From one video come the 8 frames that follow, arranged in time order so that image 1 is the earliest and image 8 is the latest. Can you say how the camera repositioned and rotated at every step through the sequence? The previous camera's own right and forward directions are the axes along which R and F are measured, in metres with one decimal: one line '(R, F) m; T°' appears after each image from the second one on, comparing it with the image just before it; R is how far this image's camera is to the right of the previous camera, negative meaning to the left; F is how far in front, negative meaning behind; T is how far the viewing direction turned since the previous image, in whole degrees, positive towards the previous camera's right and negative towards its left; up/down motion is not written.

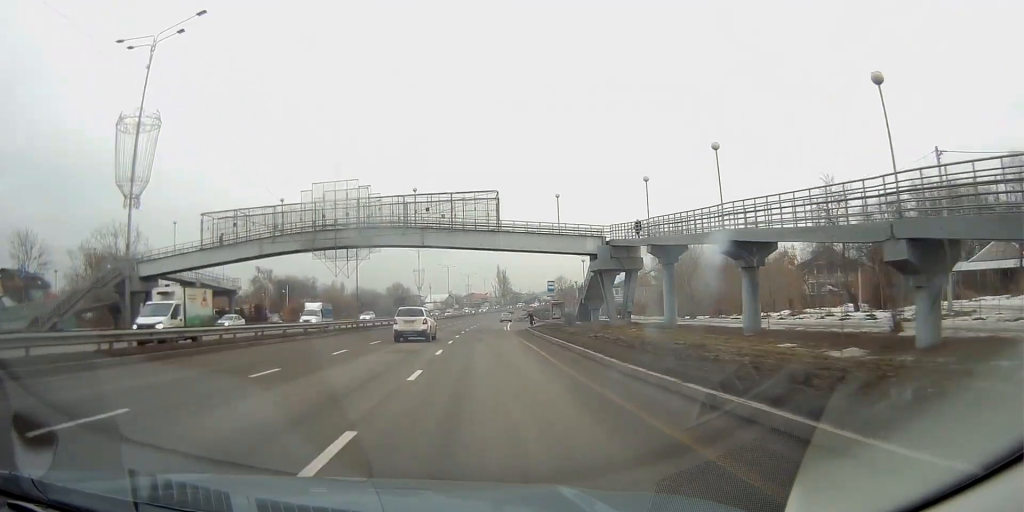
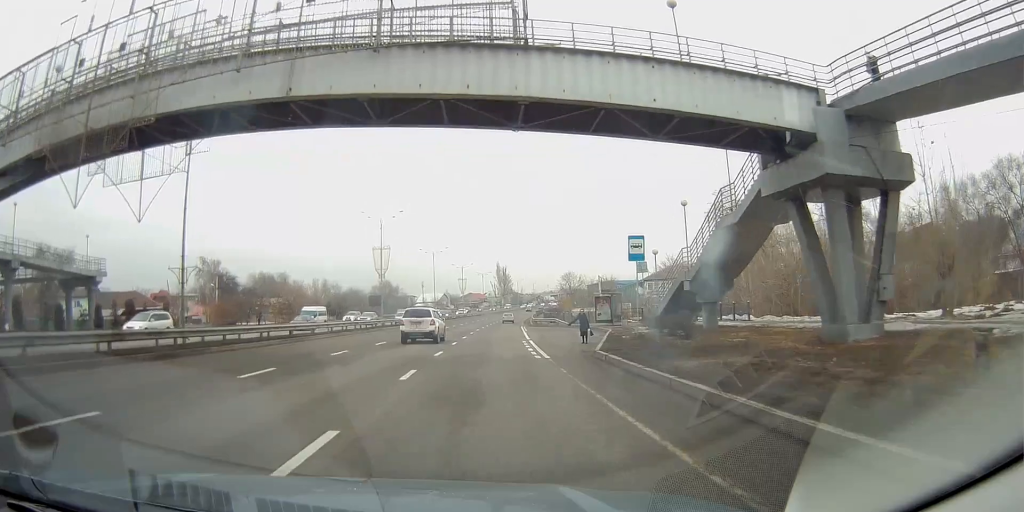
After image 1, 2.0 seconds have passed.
(-0.2, +32.3) m; -1°
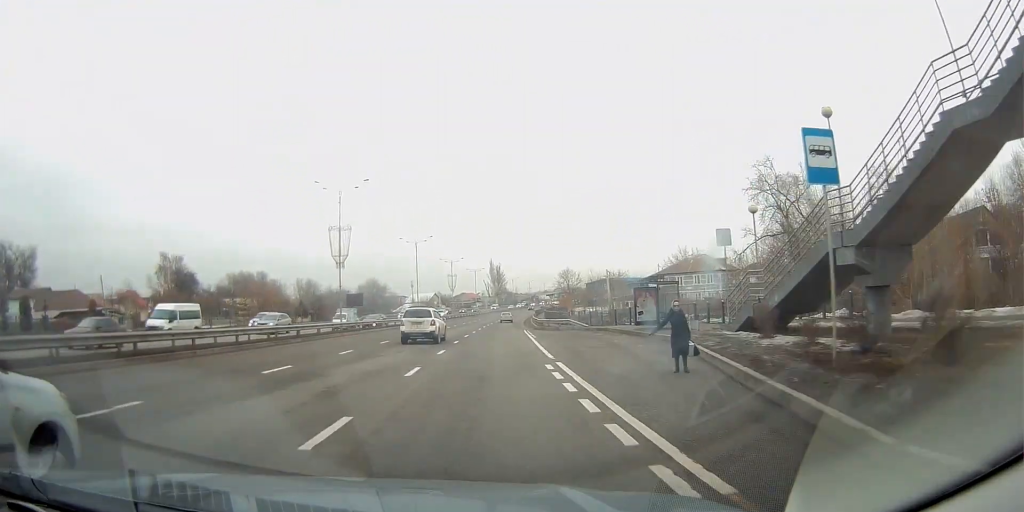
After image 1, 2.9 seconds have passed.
(0.0, +14.6) m; 0°
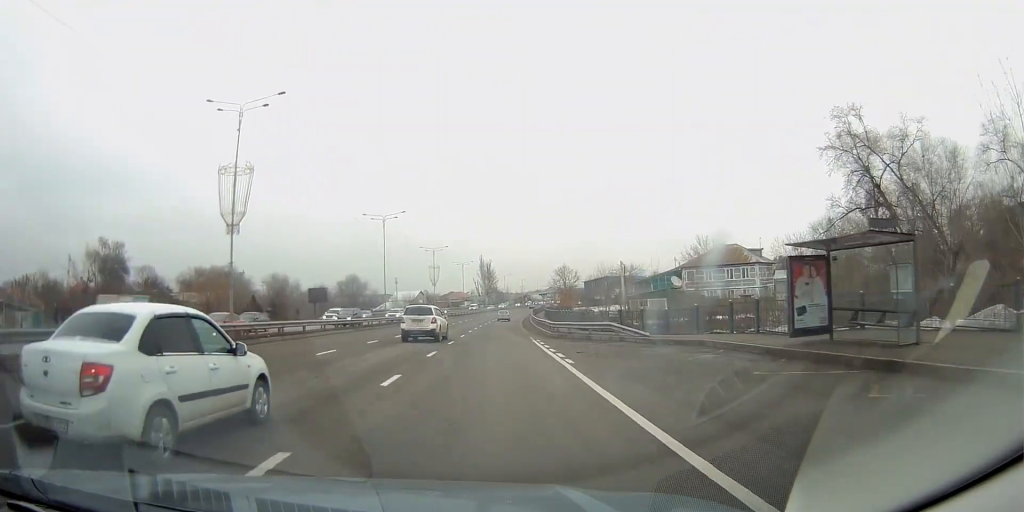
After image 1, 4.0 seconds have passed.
(+0.2, +18.6) m; +1°
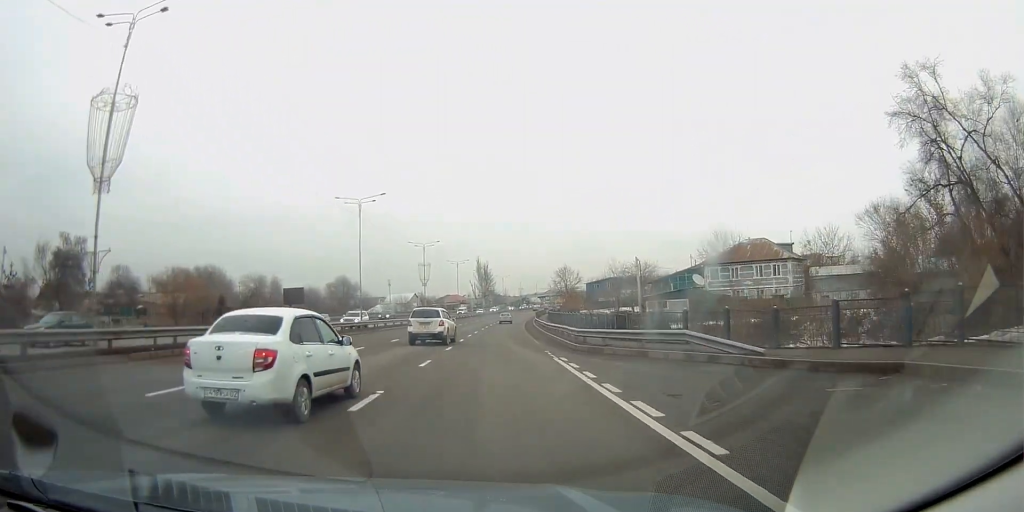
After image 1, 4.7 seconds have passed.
(+0.1, +10.8) m; +1°
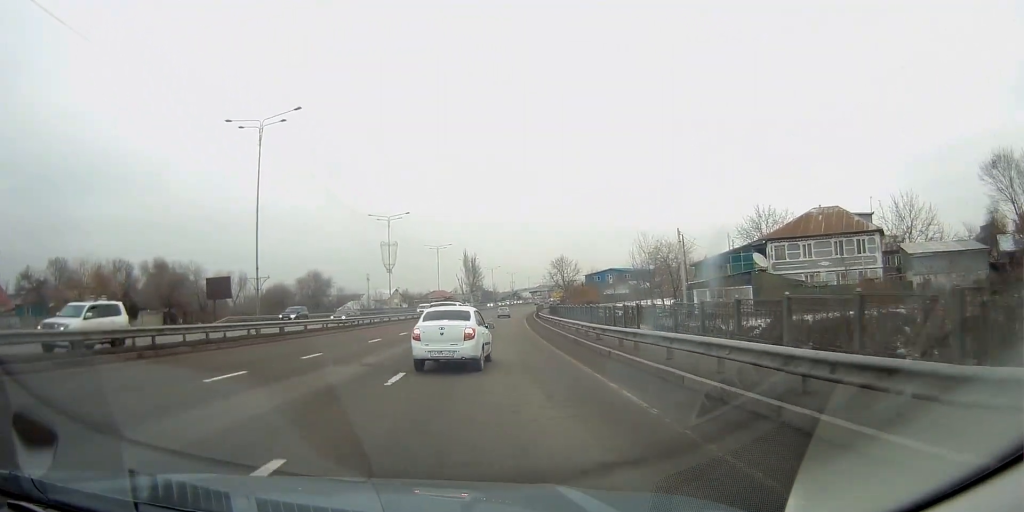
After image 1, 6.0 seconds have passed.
(0.0, +21.4) m; +1°
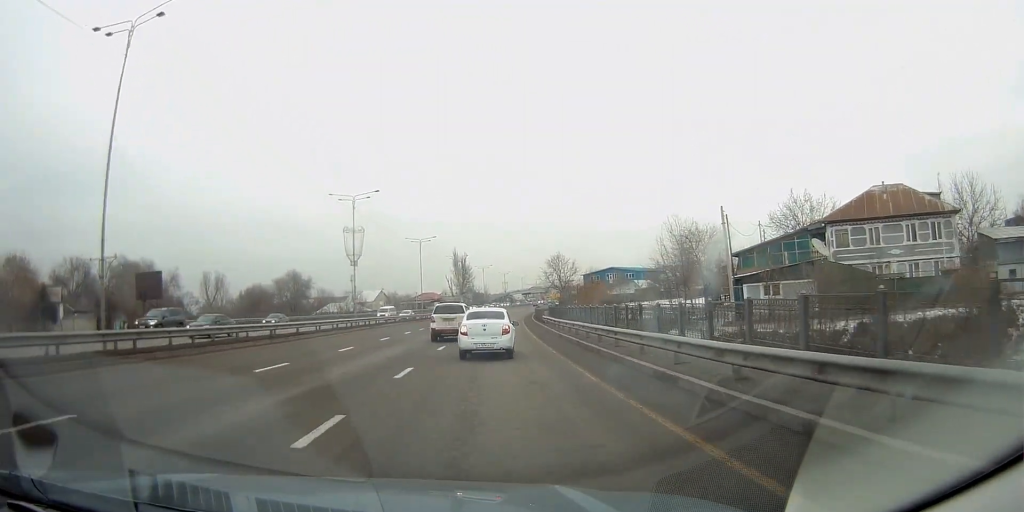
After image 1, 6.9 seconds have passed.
(+0.1, +13.2) m; +2°
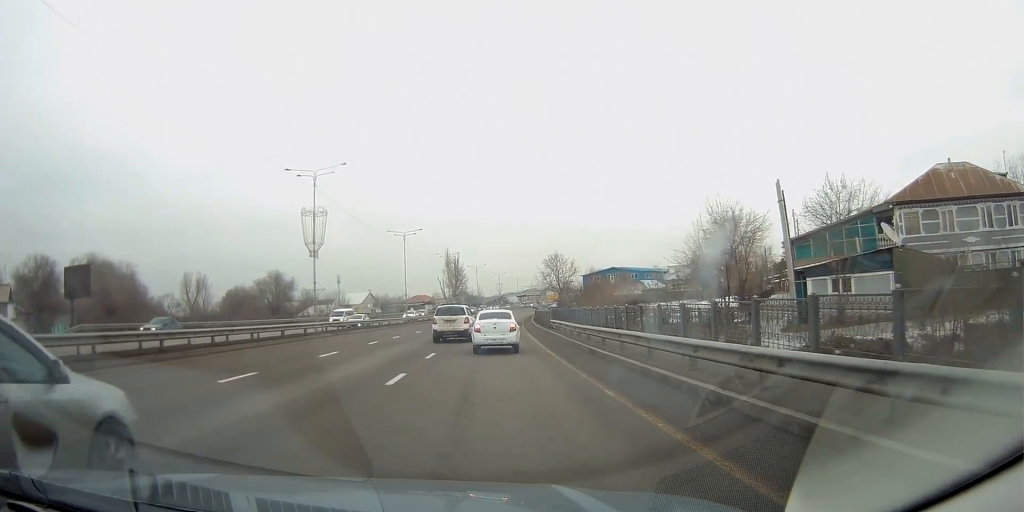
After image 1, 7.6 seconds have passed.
(+0.2, +10.5) m; +2°
